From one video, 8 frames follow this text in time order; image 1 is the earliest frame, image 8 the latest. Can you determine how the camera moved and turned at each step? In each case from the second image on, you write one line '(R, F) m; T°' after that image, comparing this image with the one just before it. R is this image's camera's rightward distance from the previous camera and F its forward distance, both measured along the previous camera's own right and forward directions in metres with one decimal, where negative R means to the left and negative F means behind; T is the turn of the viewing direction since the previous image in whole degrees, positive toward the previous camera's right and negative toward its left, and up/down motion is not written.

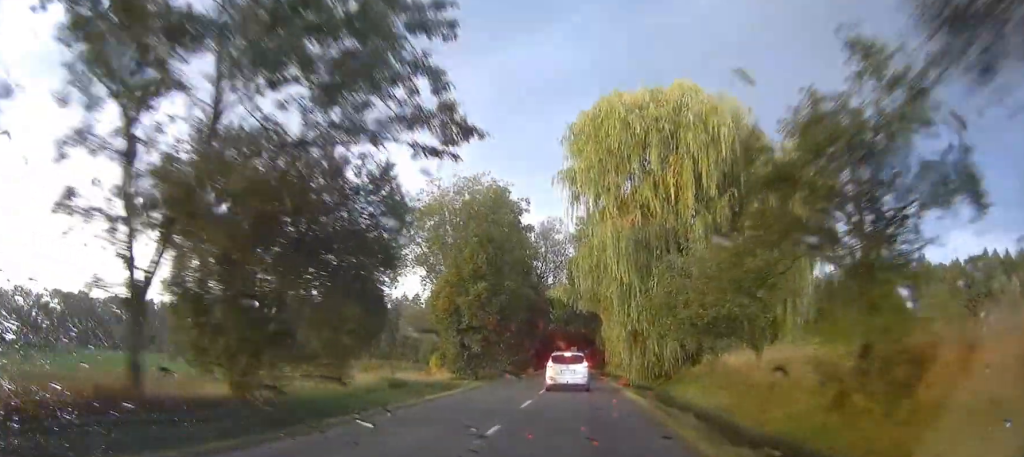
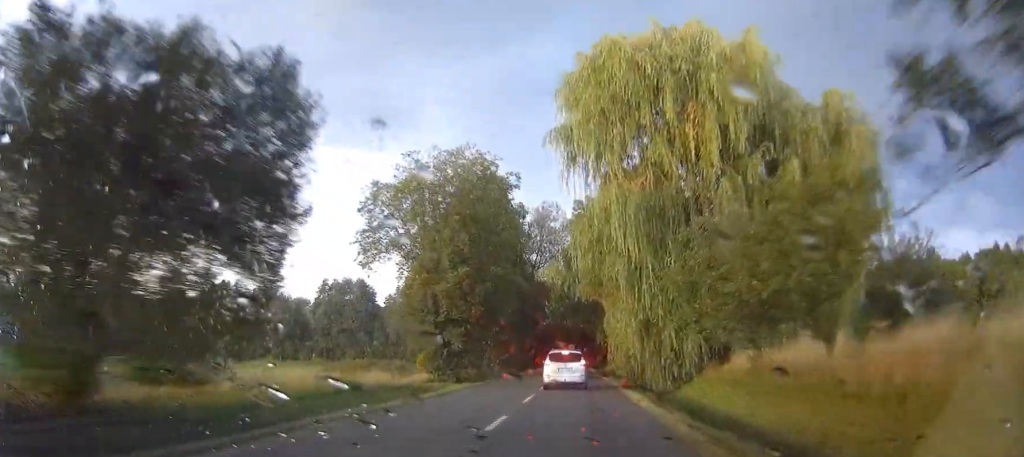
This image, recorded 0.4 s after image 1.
(0.0, +7.2) m; 0°
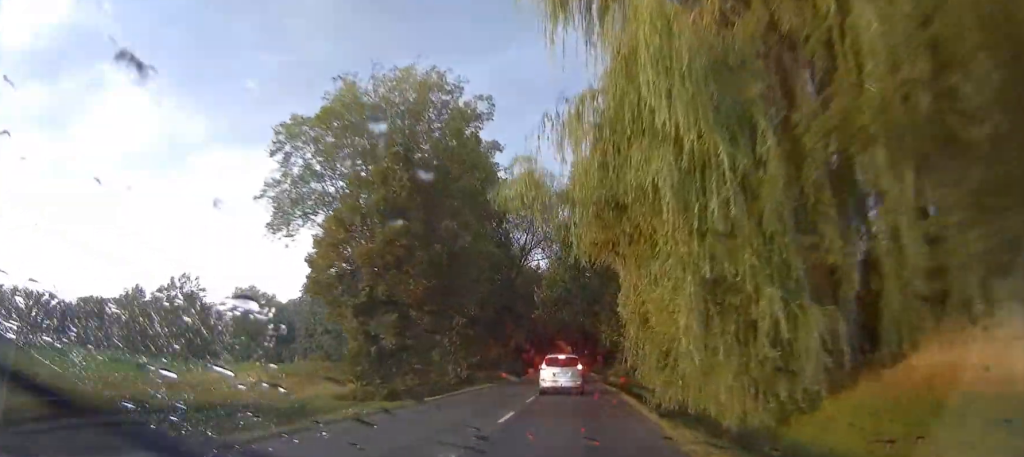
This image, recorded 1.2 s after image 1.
(+0.1, +14.9) m; 0°
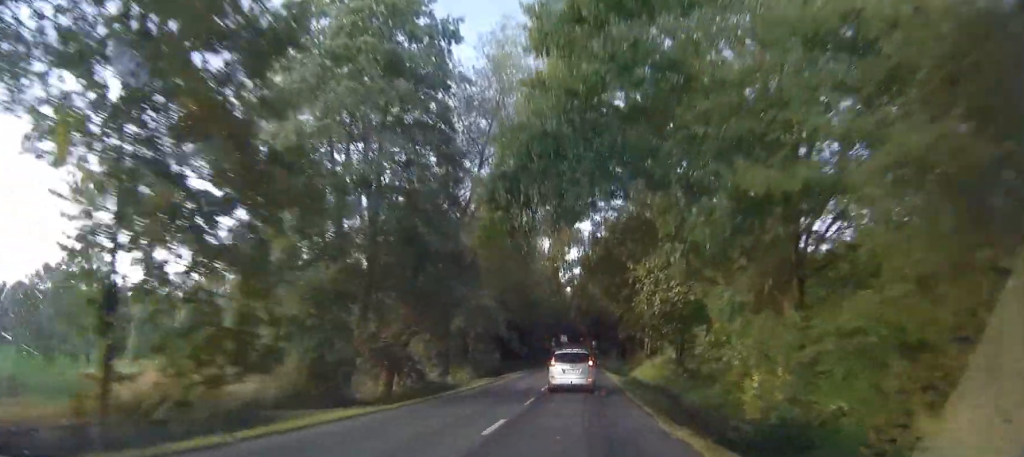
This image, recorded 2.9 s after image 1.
(0.0, +28.8) m; 0°
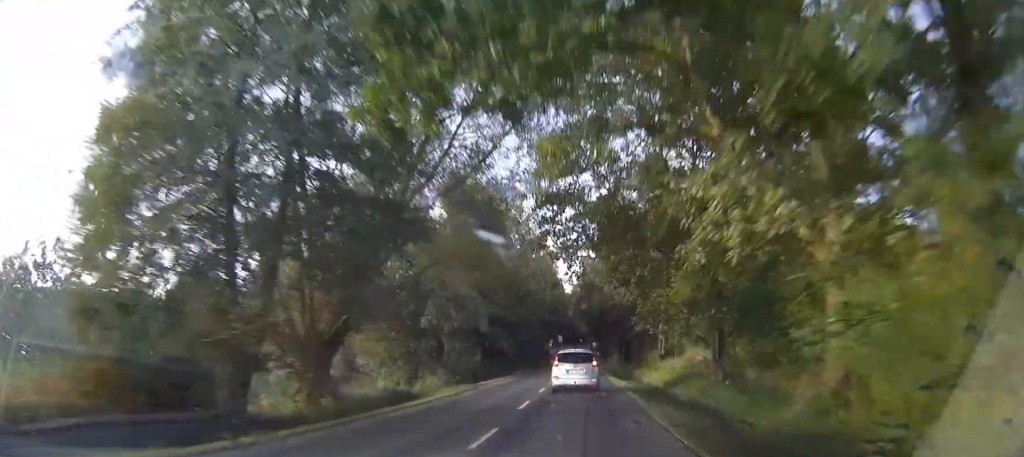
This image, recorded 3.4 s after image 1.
(0.0, +9.9) m; 0°
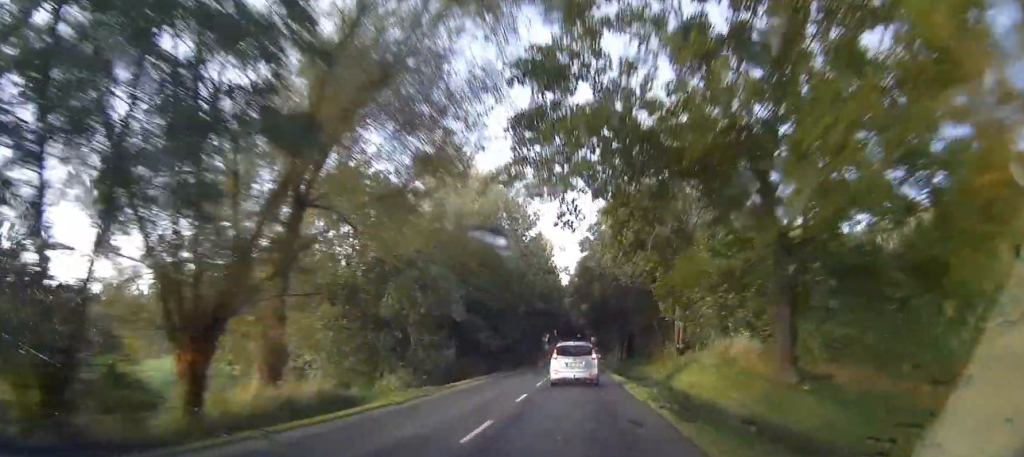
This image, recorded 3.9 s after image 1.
(0.0, +8.1) m; 0°
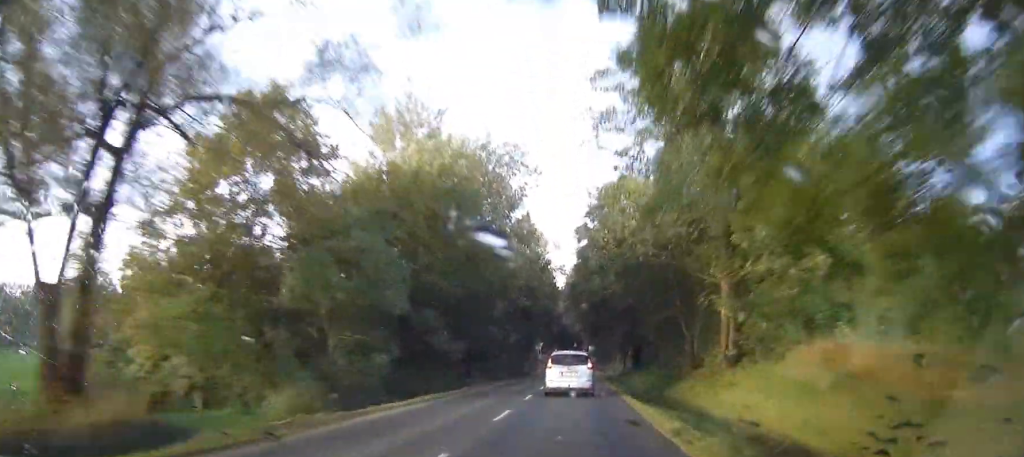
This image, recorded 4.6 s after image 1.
(0.0, +12.1) m; 0°
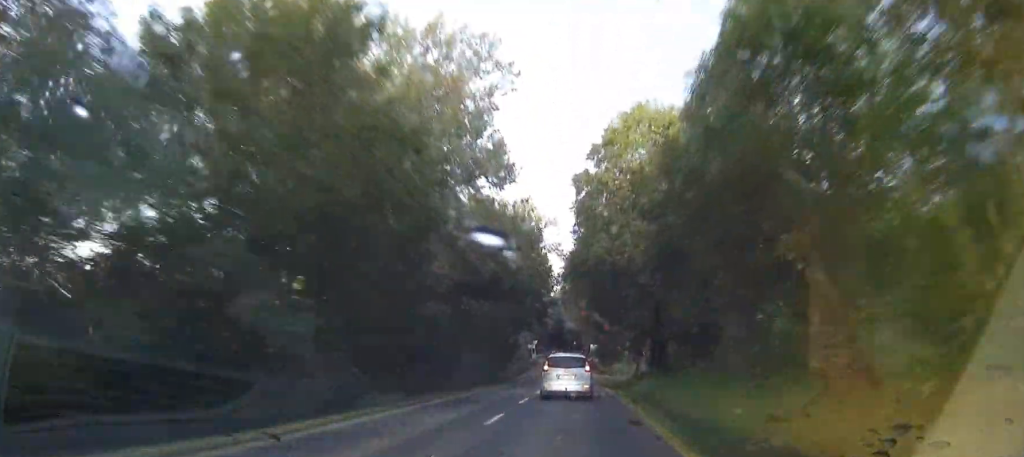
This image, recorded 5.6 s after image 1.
(0.0, +17.2) m; 0°
